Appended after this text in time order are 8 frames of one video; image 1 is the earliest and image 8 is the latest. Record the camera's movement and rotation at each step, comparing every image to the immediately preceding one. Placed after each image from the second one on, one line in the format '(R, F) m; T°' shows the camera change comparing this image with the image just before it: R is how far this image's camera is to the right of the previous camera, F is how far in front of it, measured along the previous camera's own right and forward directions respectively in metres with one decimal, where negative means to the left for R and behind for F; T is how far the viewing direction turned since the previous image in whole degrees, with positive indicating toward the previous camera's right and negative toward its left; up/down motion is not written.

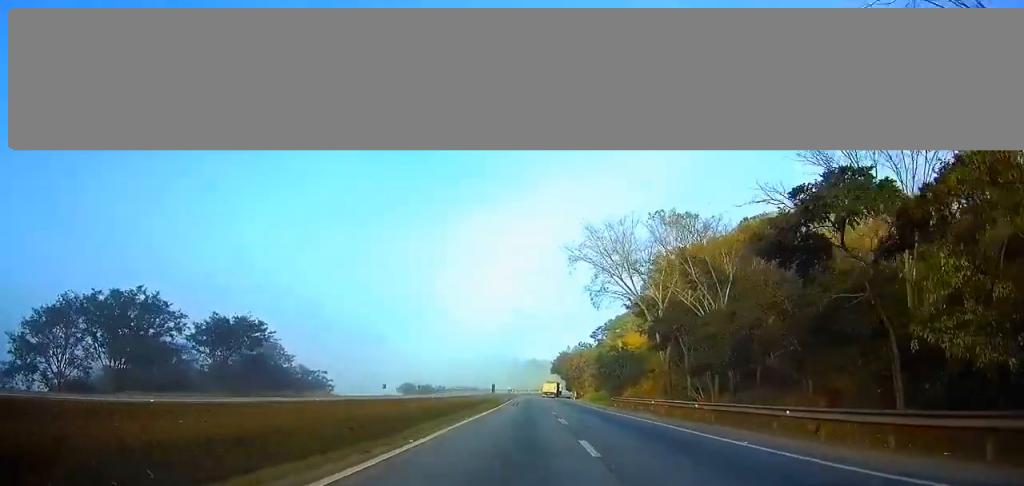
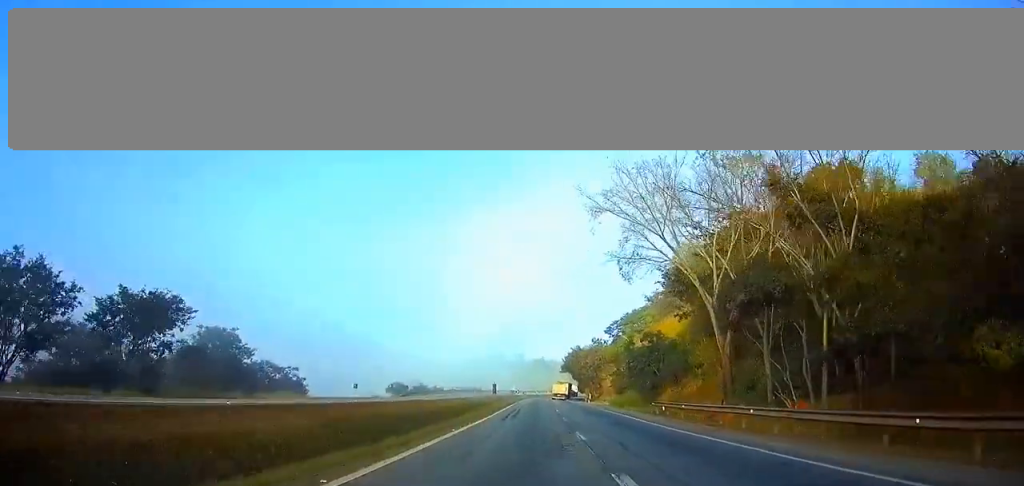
(0.0, +19.5) m; 0°
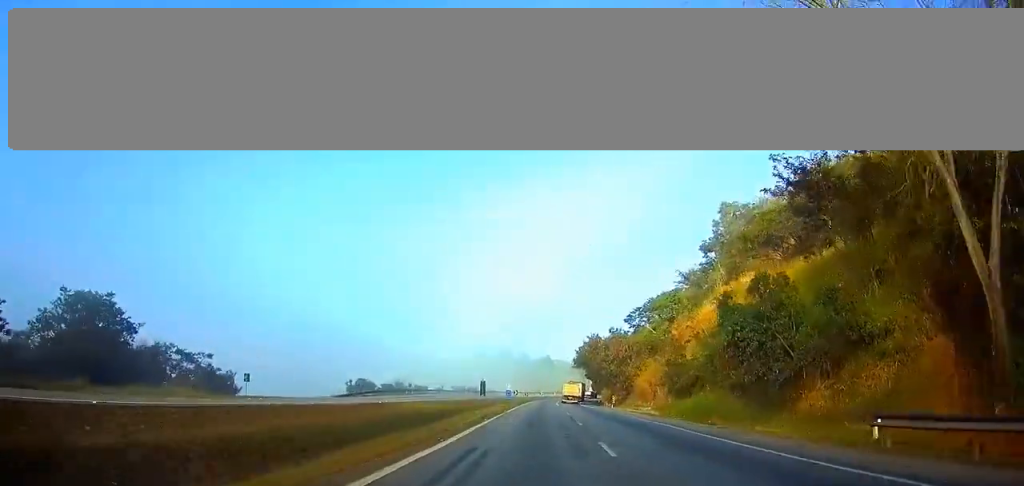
(+0.1, +31.5) m; 0°
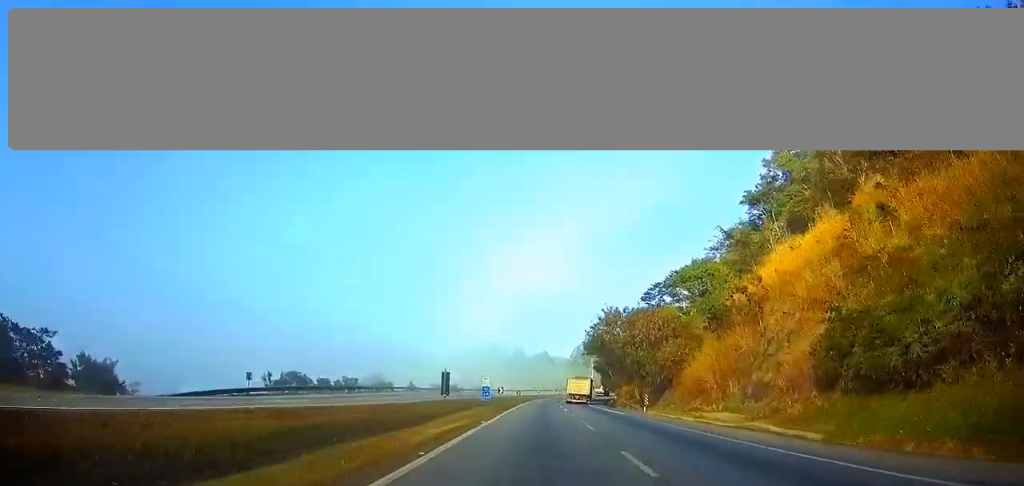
(+0.1, +29.5) m; 0°
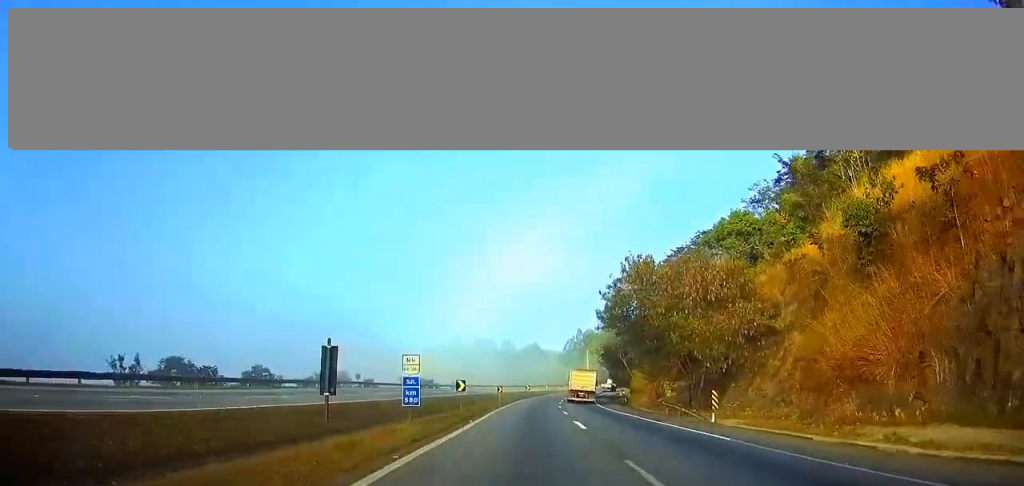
(+0.1, +26.3) m; 0°
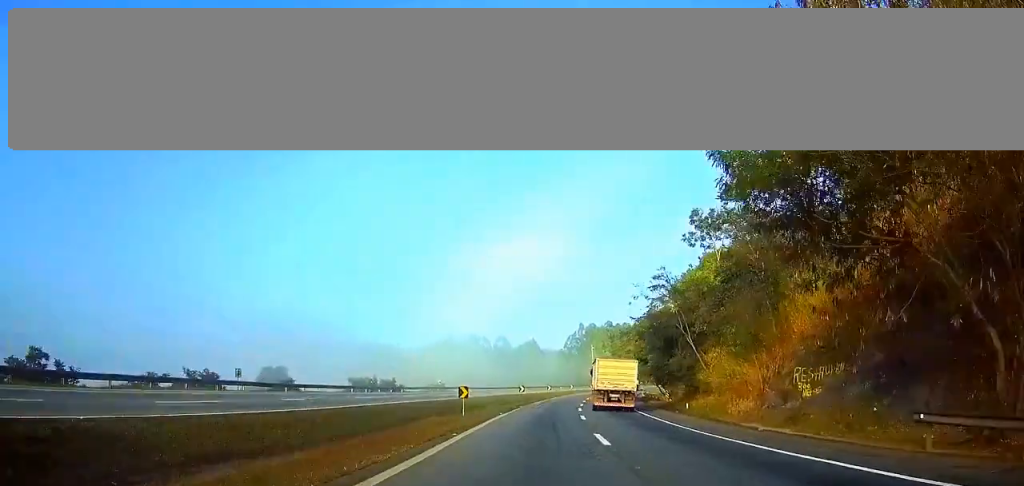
(0.0, +32.9) m; +1°
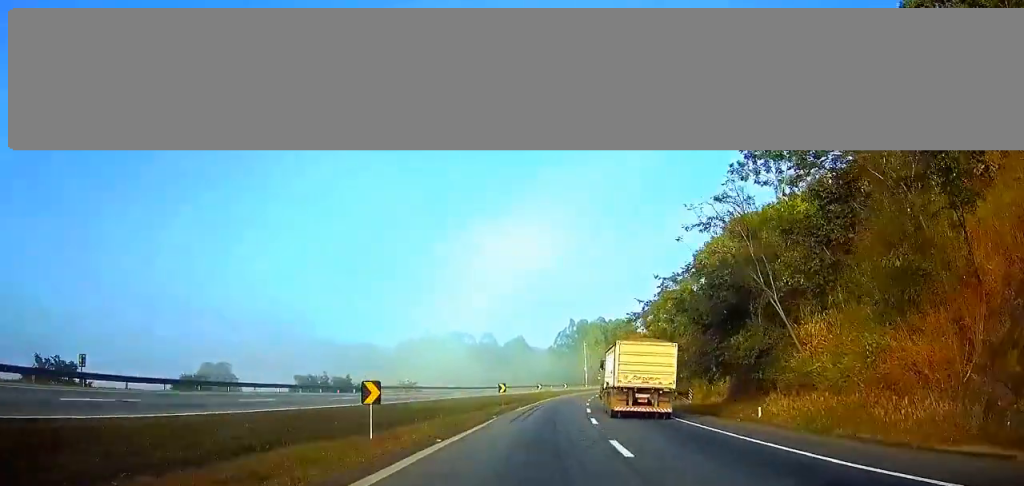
(+0.1, +17.6) m; +1°
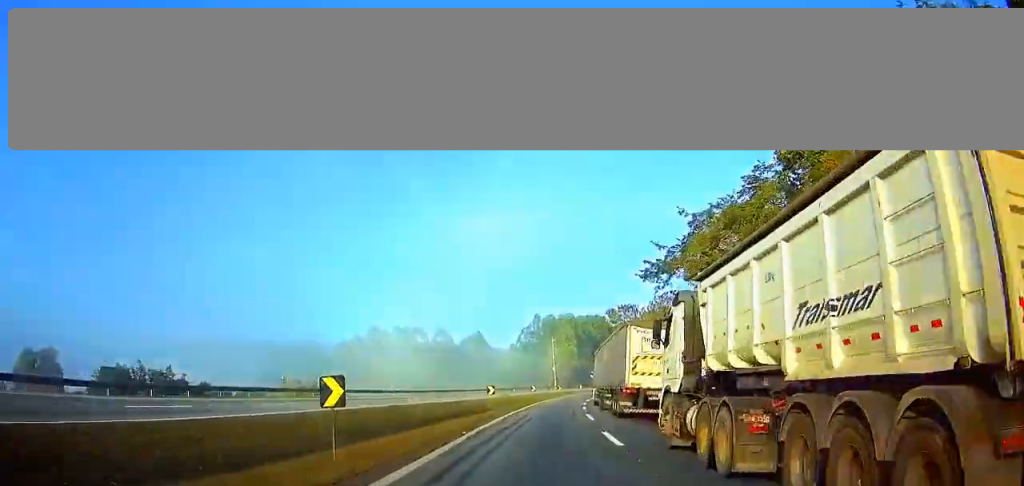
(+0.7, +32.3) m; +3°
